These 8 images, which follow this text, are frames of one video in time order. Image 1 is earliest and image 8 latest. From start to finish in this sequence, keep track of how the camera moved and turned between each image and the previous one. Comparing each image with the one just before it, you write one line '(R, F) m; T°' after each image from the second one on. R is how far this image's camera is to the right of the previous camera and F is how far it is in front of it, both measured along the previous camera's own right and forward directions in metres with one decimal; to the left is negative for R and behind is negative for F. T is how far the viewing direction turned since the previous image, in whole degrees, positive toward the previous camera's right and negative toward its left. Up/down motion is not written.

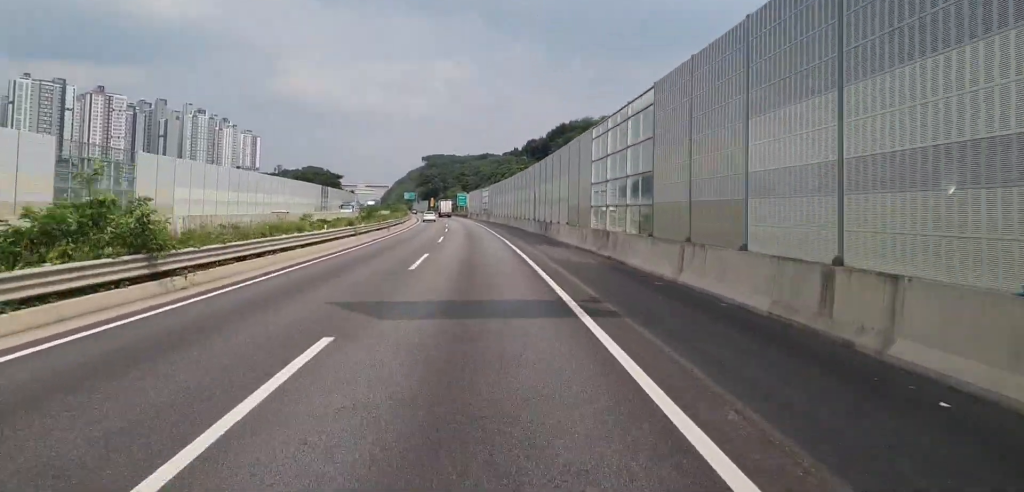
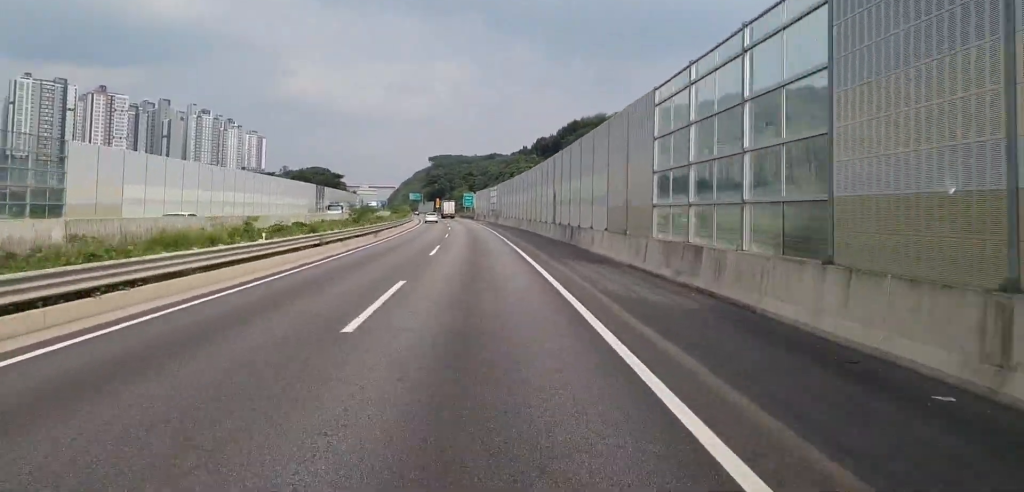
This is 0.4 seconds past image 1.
(+0.2, +11.5) m; 0°
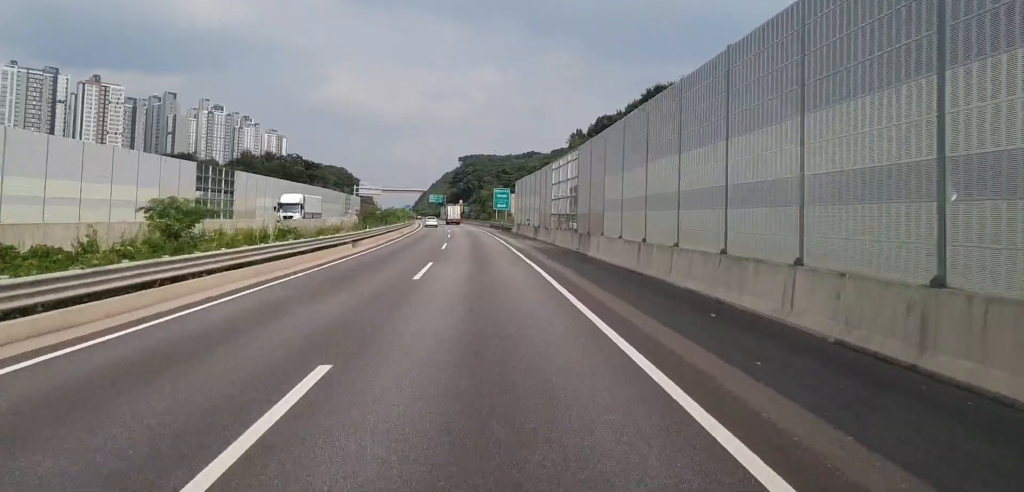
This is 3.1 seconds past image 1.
(-2.1, +70.9) m; -2°
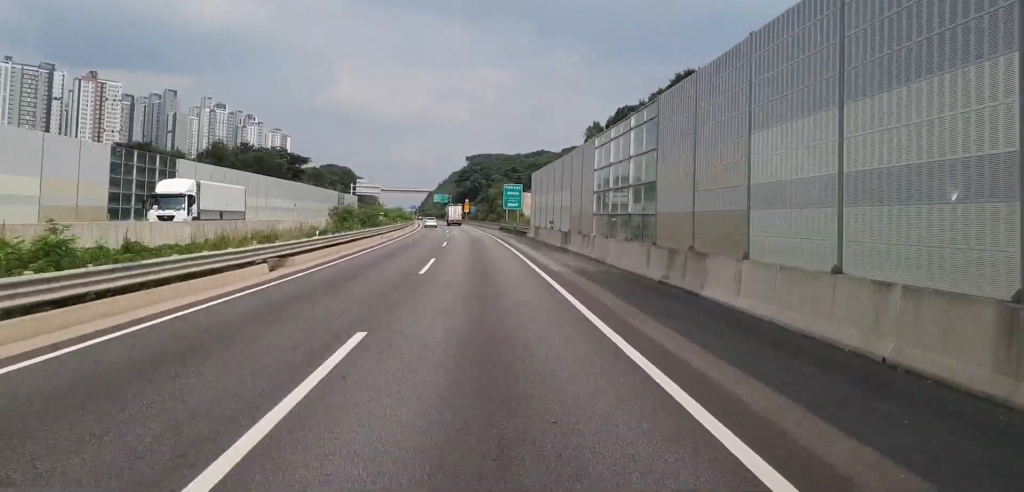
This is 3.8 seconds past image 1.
(+0.4, +17.5) m; 0°
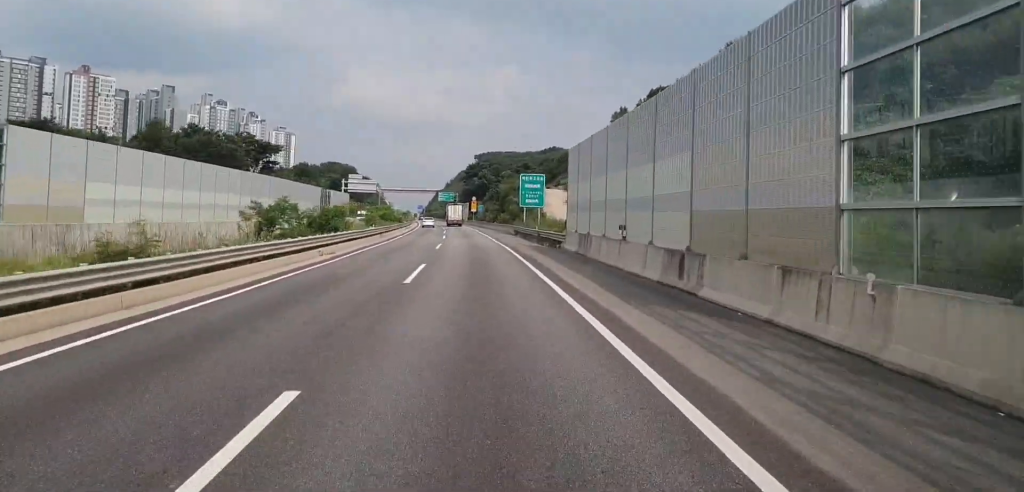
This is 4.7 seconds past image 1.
(-0.4, +24.2) m; -2°
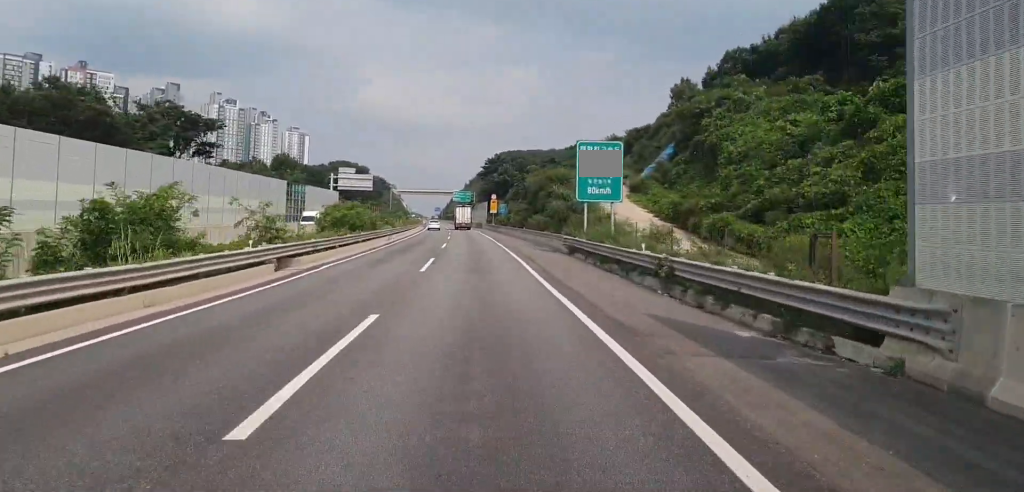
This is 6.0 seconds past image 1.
(-0.7, +34.2) m; -1°
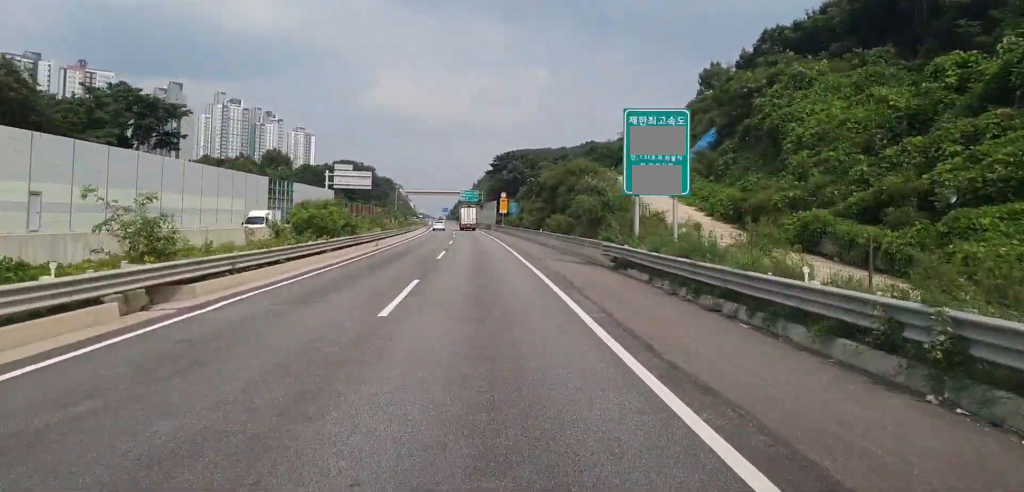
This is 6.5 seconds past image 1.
(+0.3, +11.8) m; -1°
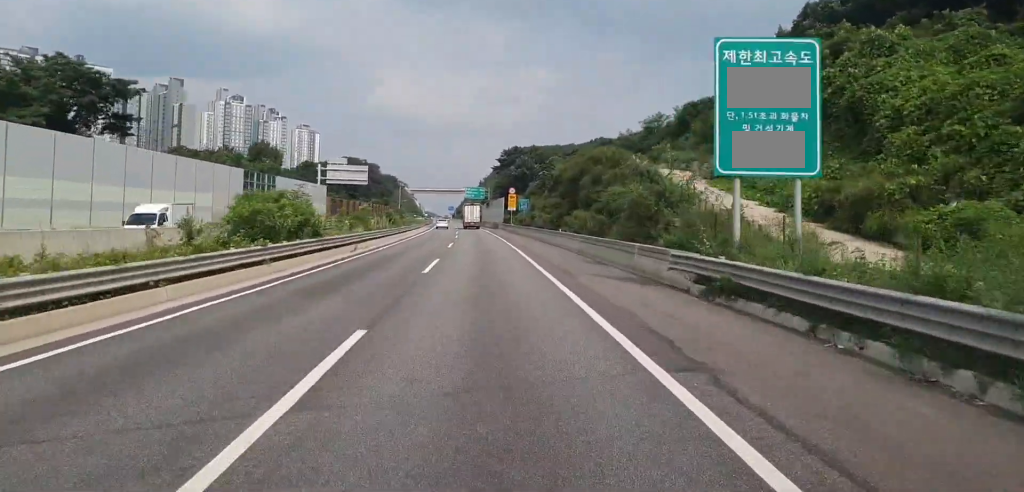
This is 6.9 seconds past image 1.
(+0.4, +10.9) m; -1°
